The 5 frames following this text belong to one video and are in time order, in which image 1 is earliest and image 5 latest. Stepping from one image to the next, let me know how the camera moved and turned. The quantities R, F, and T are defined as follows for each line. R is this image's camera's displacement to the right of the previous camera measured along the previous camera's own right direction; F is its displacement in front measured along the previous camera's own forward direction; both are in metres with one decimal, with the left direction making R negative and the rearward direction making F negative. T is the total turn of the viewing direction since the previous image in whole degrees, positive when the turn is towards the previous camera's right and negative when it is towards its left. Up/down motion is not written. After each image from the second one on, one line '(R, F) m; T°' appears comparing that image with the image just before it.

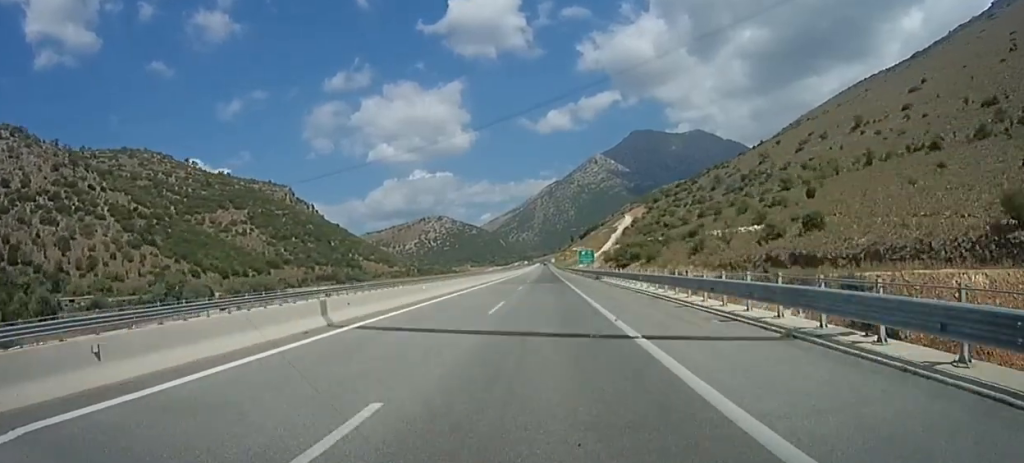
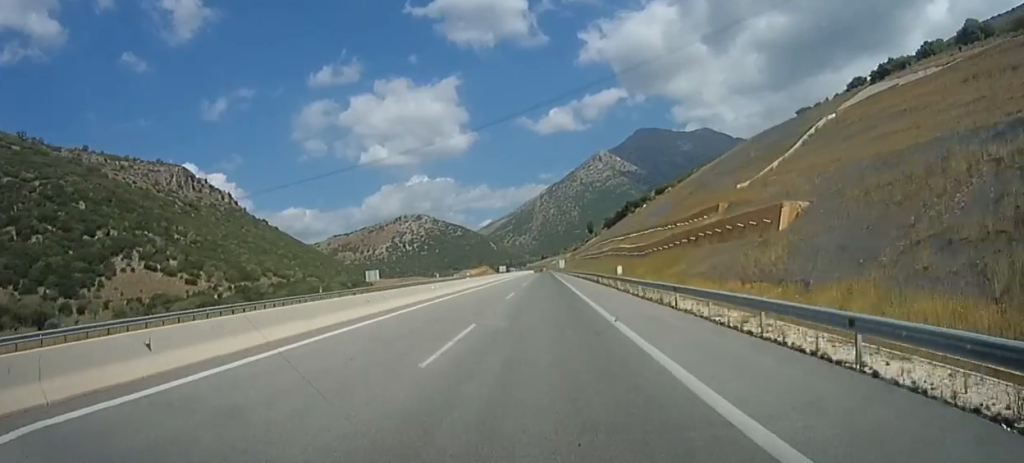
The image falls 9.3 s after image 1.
(+2.3, +300.3) m; +1°
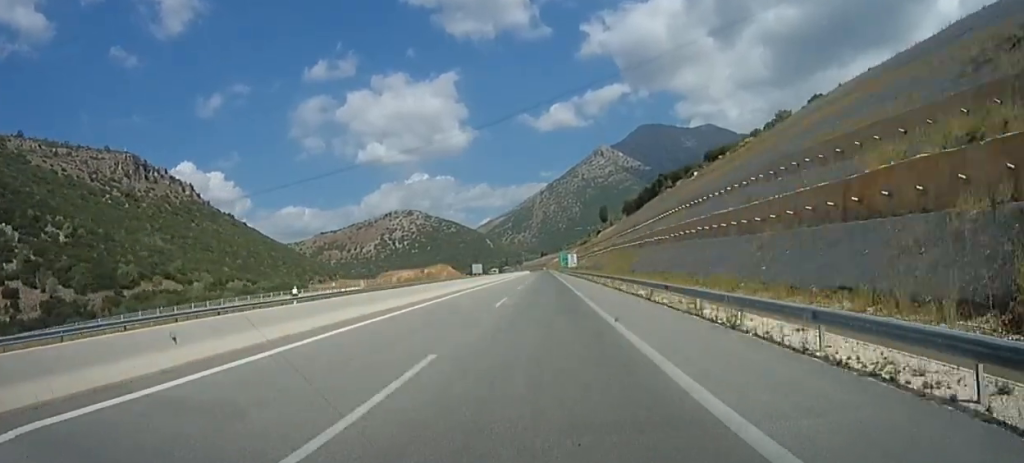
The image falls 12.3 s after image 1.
(-1.7, +94.7) m; -1°
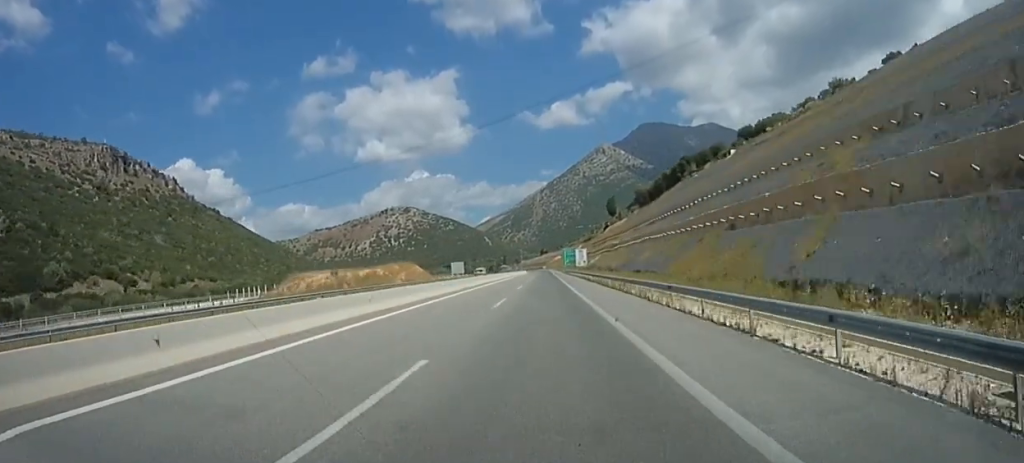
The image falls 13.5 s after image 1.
(-0.1, +36.4) m; 0°
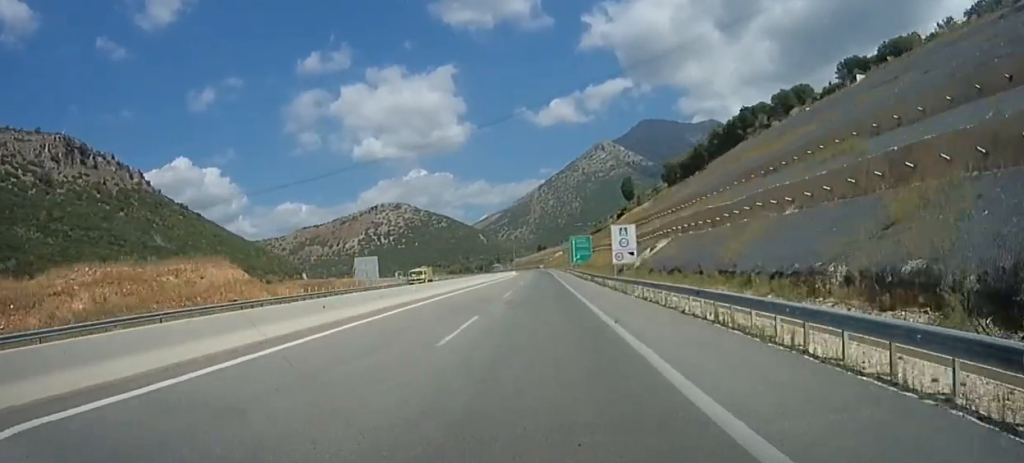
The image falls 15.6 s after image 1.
(+0.4, +63.5) m; 0°
